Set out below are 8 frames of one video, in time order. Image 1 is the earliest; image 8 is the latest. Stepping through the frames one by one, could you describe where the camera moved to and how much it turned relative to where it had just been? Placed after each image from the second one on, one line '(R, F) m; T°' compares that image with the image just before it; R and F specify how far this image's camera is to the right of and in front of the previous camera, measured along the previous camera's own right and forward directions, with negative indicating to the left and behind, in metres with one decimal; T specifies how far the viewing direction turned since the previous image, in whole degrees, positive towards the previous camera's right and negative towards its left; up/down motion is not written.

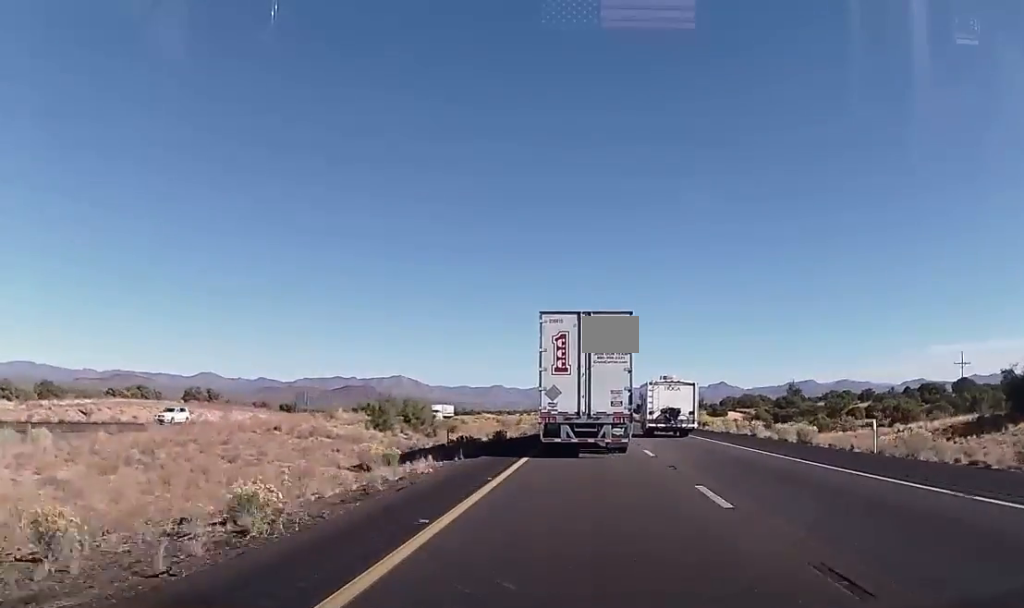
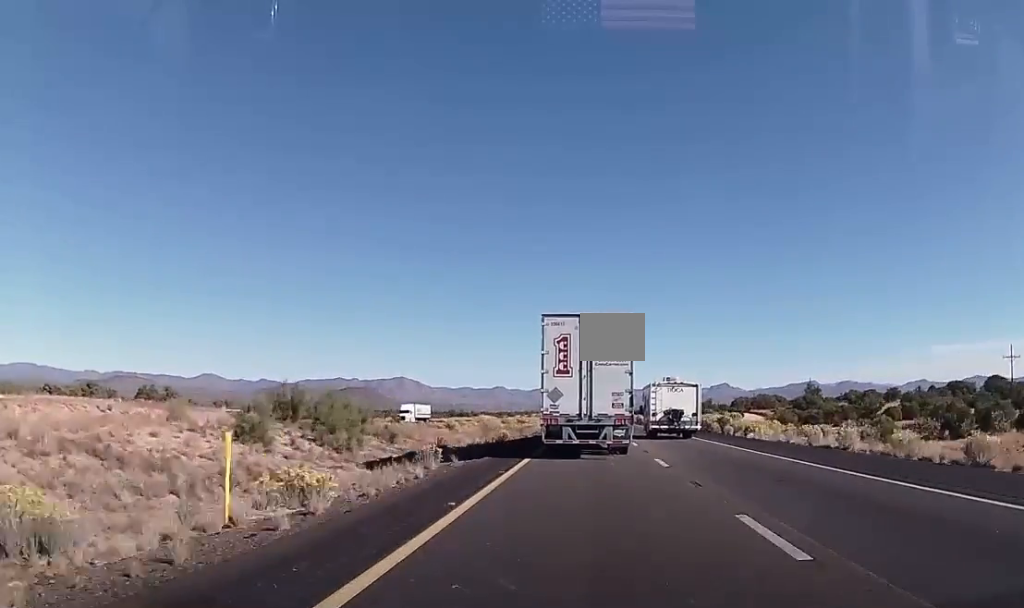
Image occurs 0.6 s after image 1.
(0.0, +16.3) m; 0°
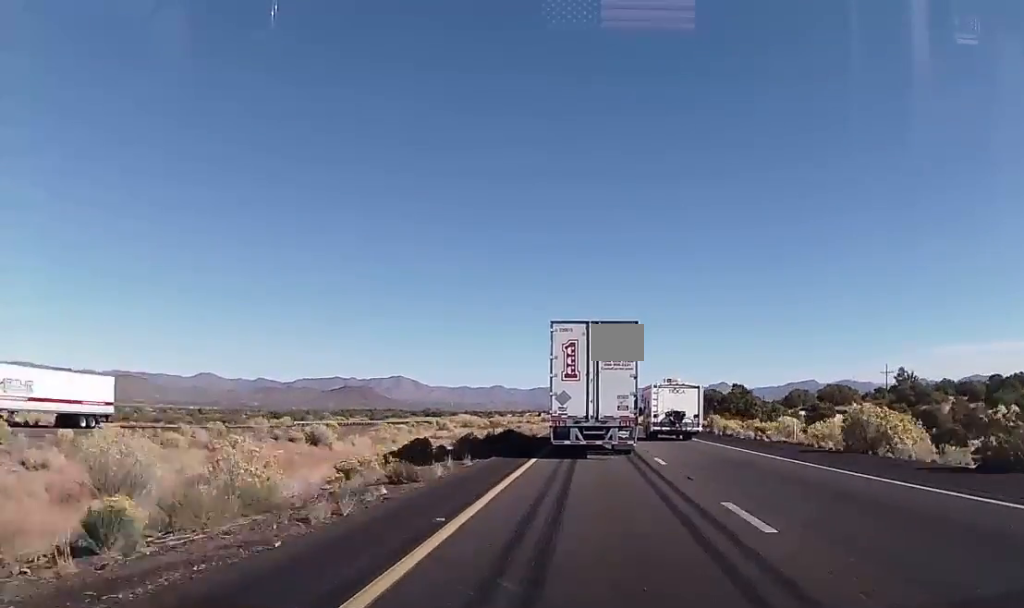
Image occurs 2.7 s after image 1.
(-0.2, +60.2) m; -1°
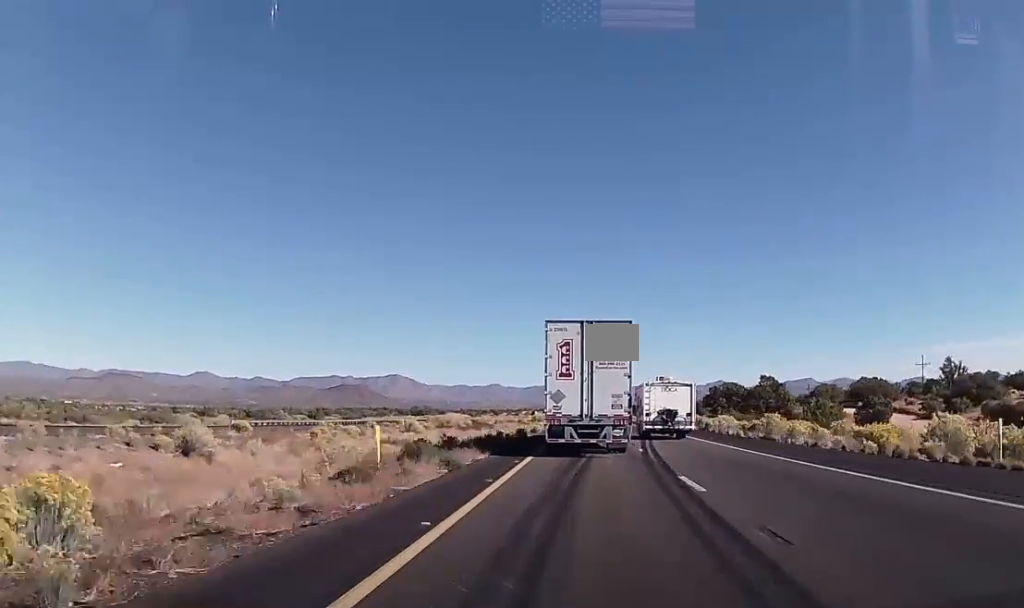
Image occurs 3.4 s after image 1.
(-0.3, +20.1) m; 0°
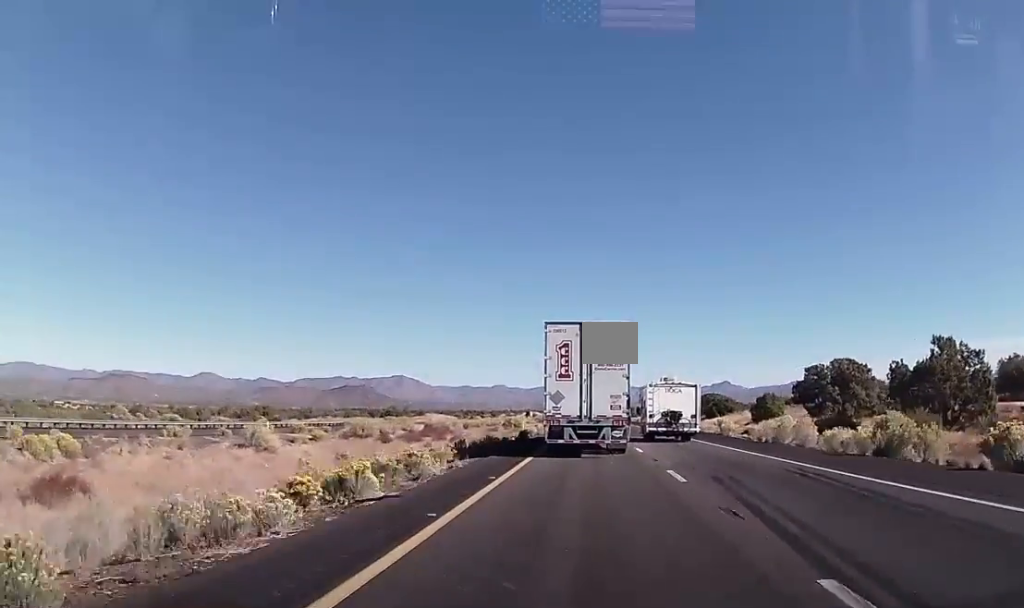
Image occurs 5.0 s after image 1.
(+0.5, +47.4) m; +1°
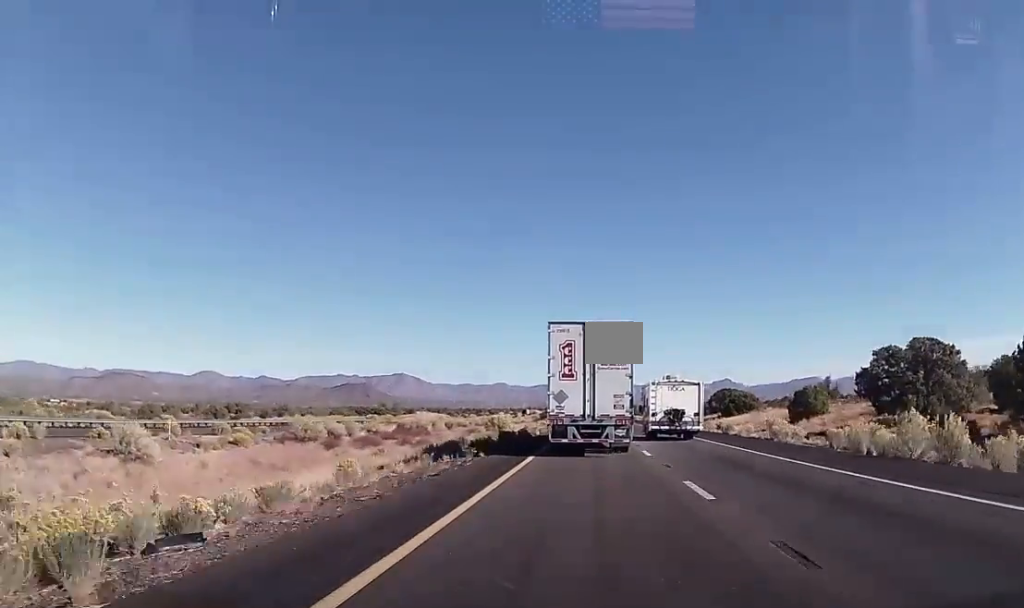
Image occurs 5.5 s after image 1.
(0.0, +15.6) m; 0°
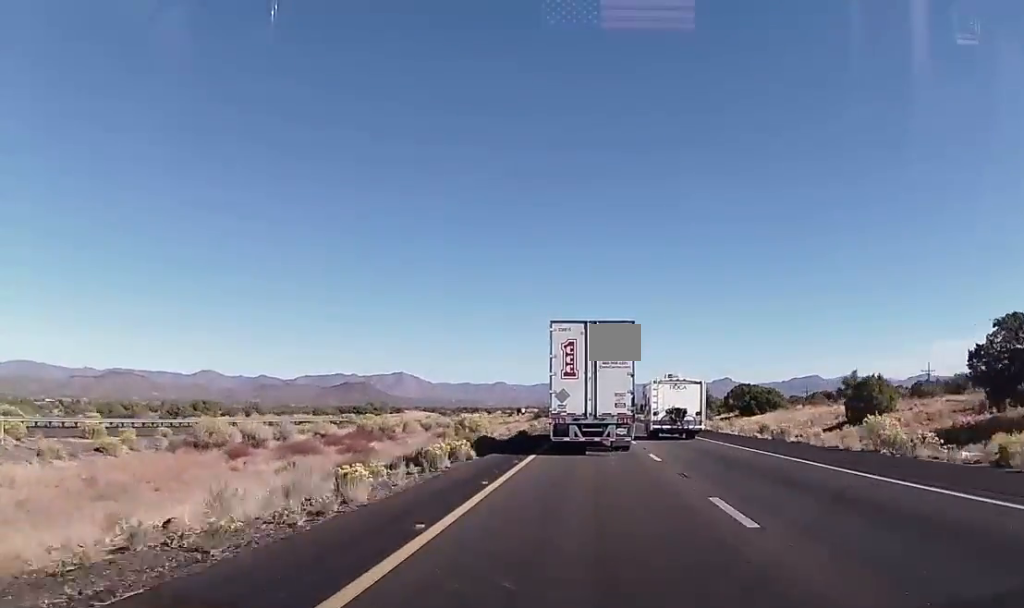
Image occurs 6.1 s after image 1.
(0.0, +15.6) m; 0°
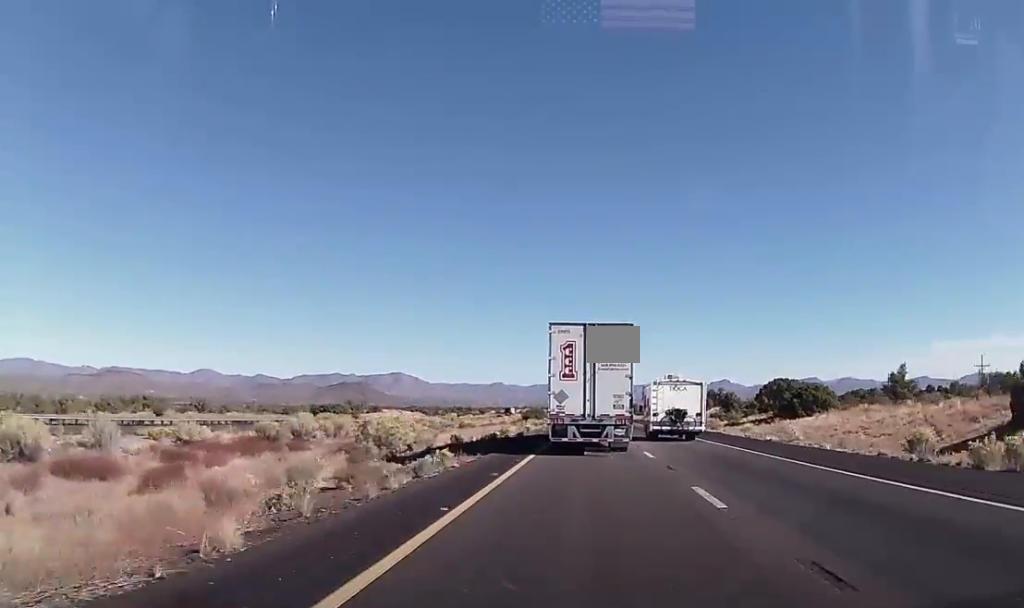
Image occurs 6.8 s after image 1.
(0.0, +22.5) m; 0°
